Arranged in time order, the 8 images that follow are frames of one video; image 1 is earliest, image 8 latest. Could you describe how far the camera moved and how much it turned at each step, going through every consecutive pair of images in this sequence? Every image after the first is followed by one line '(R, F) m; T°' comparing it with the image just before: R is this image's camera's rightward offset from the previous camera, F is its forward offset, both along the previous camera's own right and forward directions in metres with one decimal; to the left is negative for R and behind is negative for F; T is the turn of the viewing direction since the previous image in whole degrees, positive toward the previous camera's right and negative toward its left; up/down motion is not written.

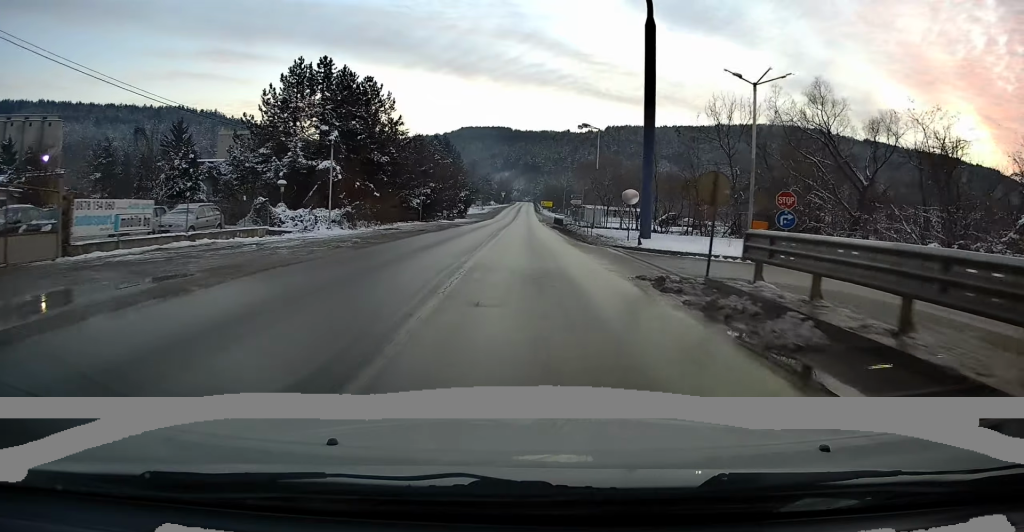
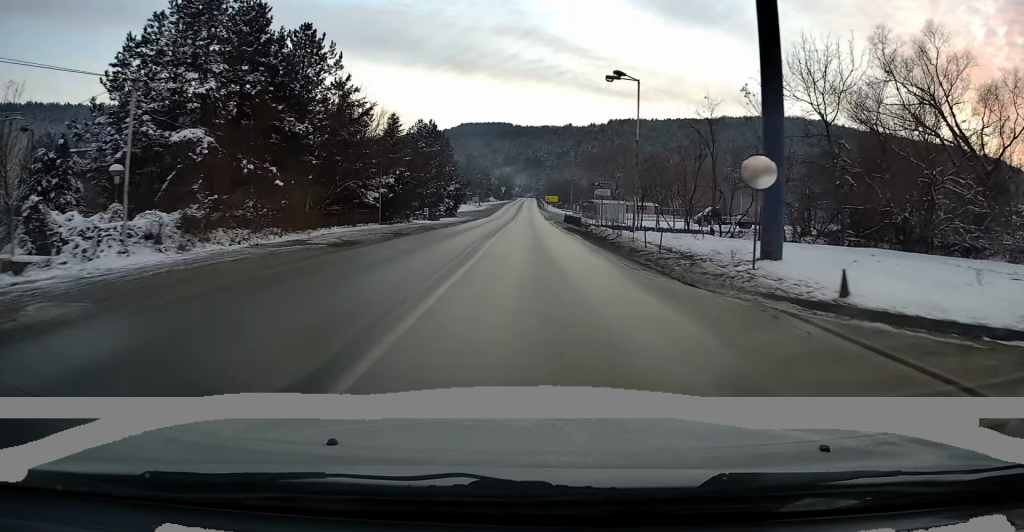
(+0.1, +16.2) m; 0°
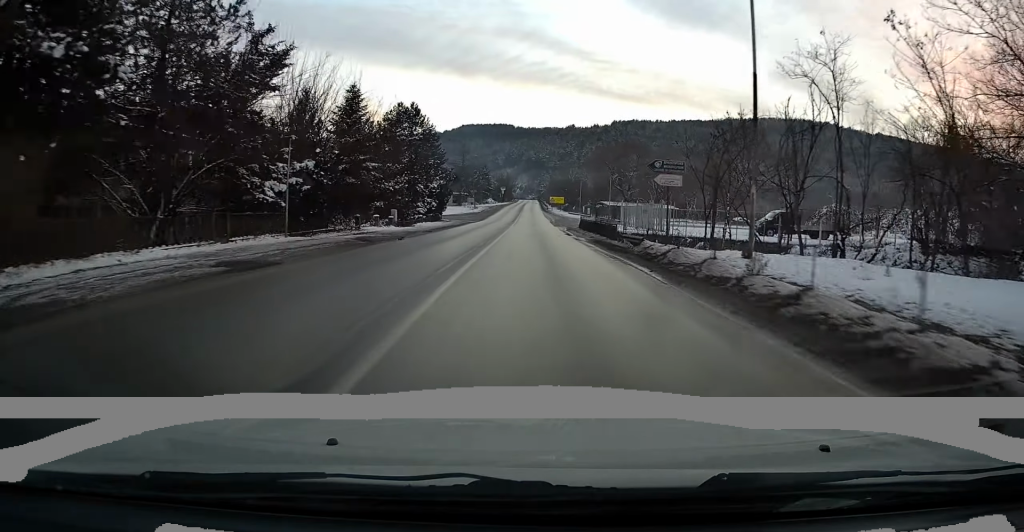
(-0.1, +15.7) m; -1°
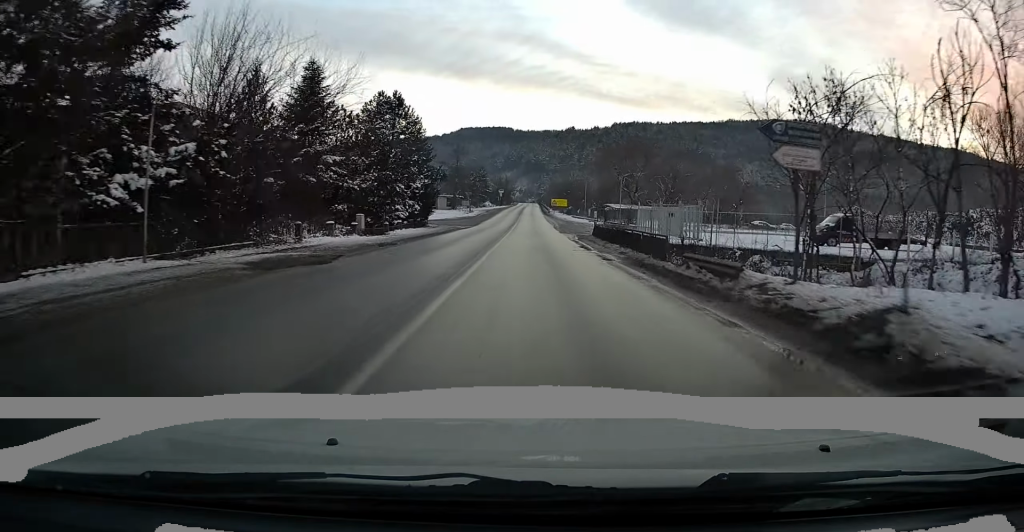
(0.0, +9.3) m; 0°
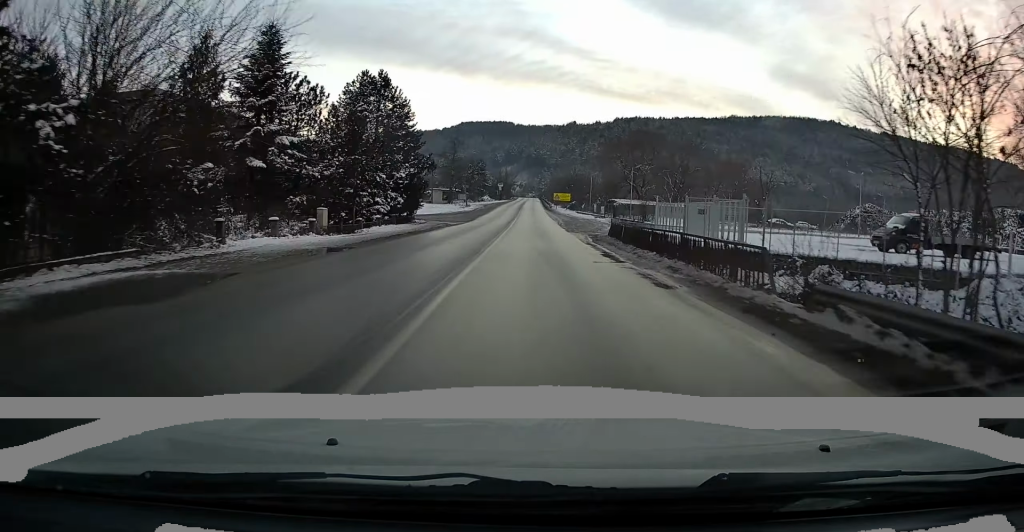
(0.0, +7.1) m; 0°
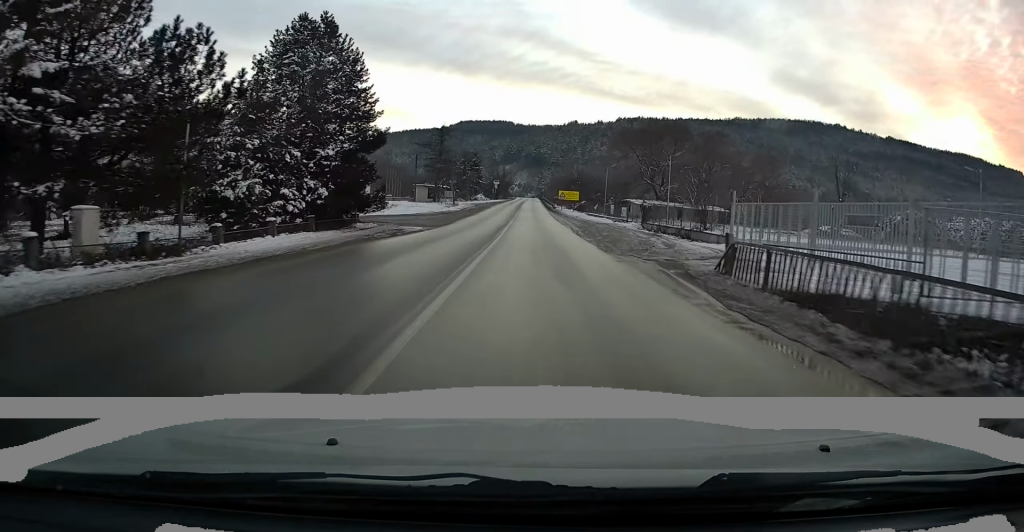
(+0.1, +17.1) m; 0°
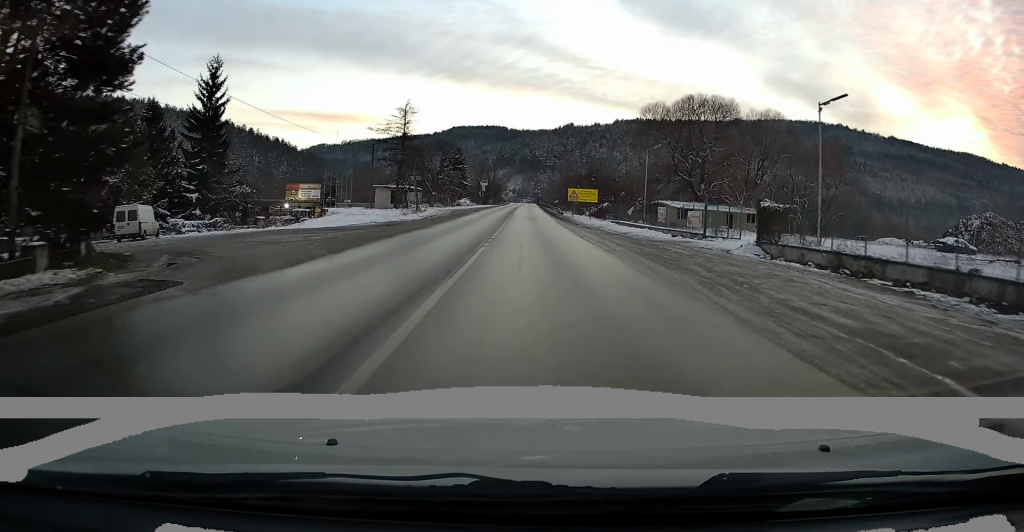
(0.0, +25.6) m; 0°
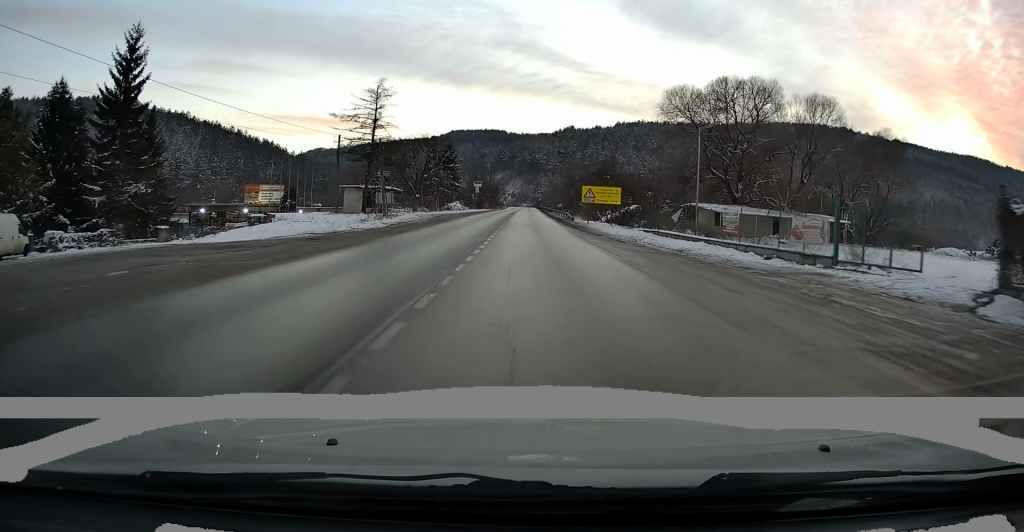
(0.0, +13.6) m; 0°
